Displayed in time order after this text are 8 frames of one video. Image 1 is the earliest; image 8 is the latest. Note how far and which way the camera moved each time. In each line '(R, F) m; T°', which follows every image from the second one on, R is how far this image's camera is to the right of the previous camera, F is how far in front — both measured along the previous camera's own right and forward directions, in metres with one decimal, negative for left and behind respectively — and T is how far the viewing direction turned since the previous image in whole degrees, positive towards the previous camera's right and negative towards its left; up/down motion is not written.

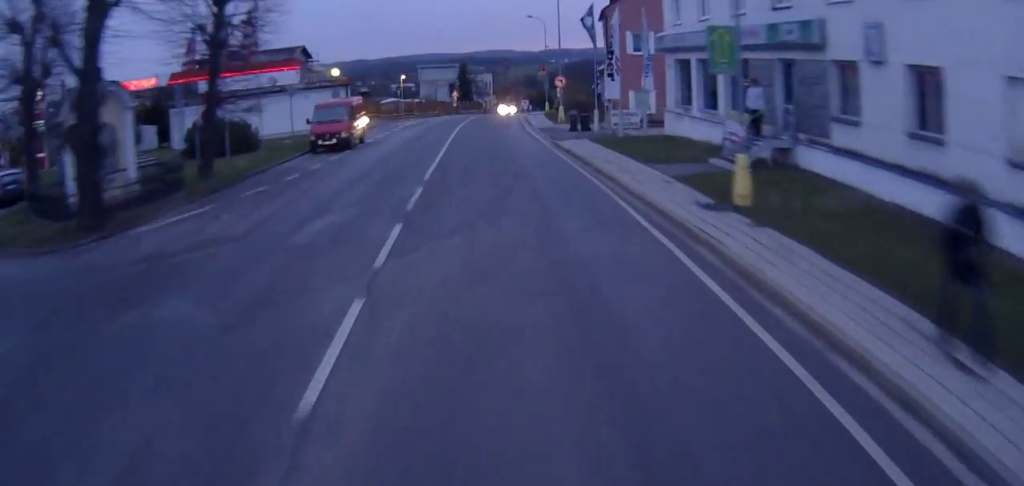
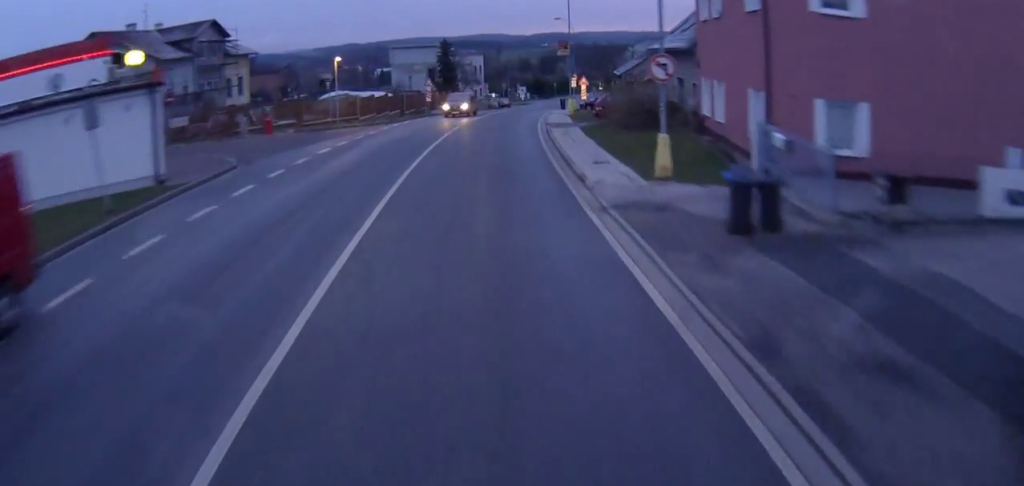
(-4.1, +24.9) m; -17°
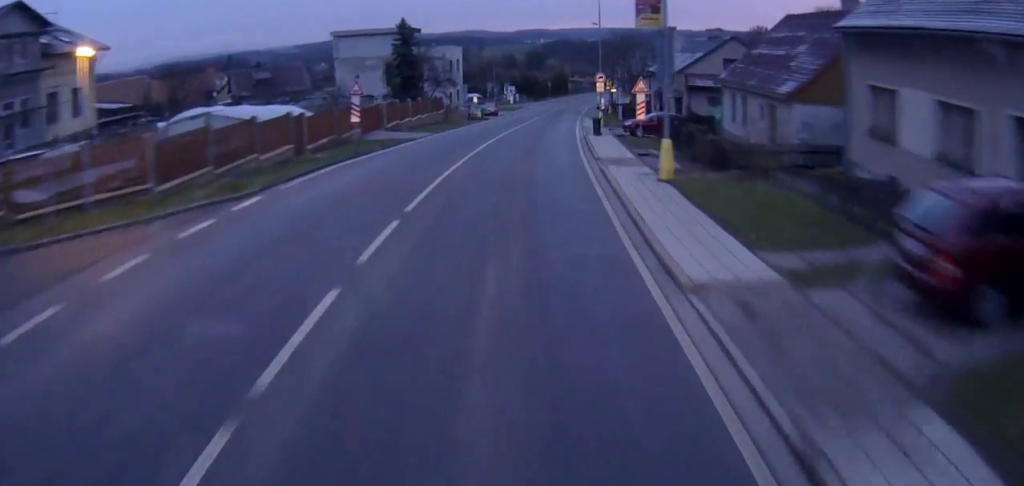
(0.0, +28.6) m; +8°
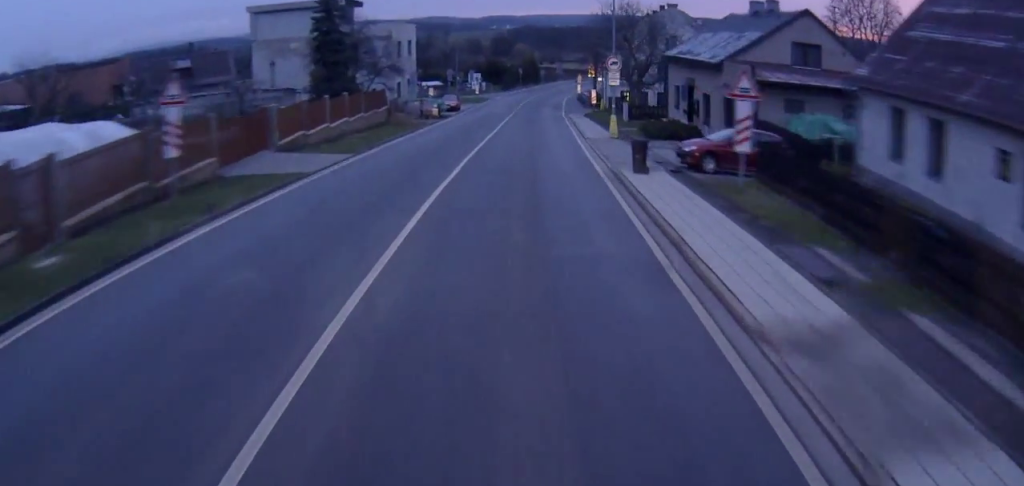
(+1.6, +18.0) m; +3°
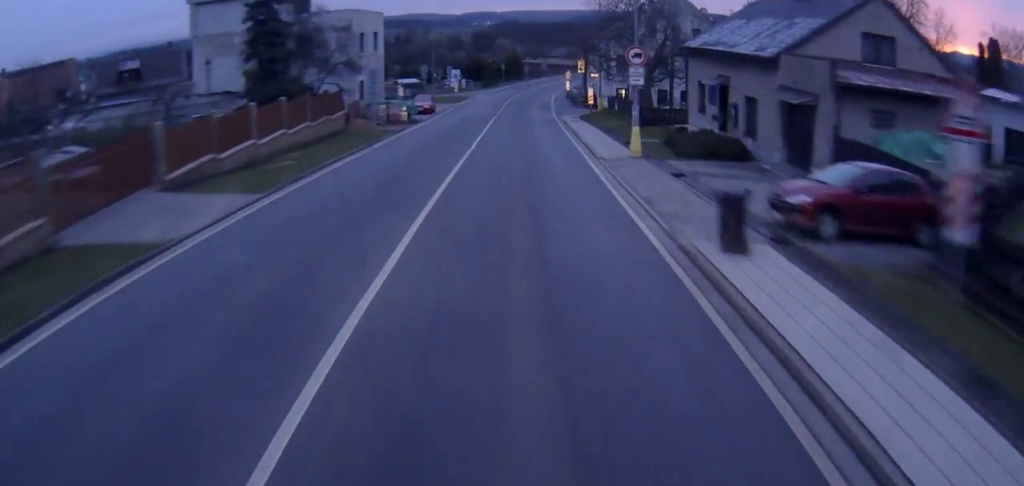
(-0.1, +9.8) m; 0°
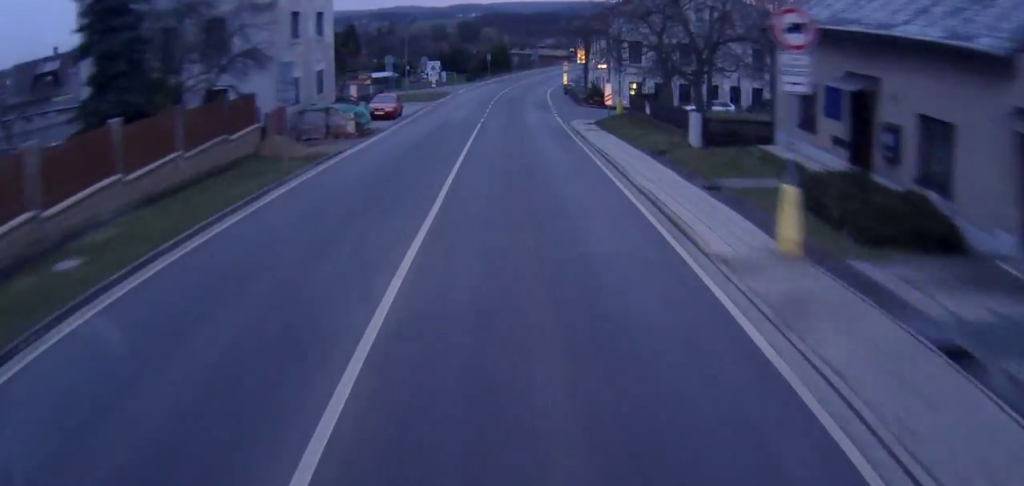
(-0.7, +15.1) m; 0°
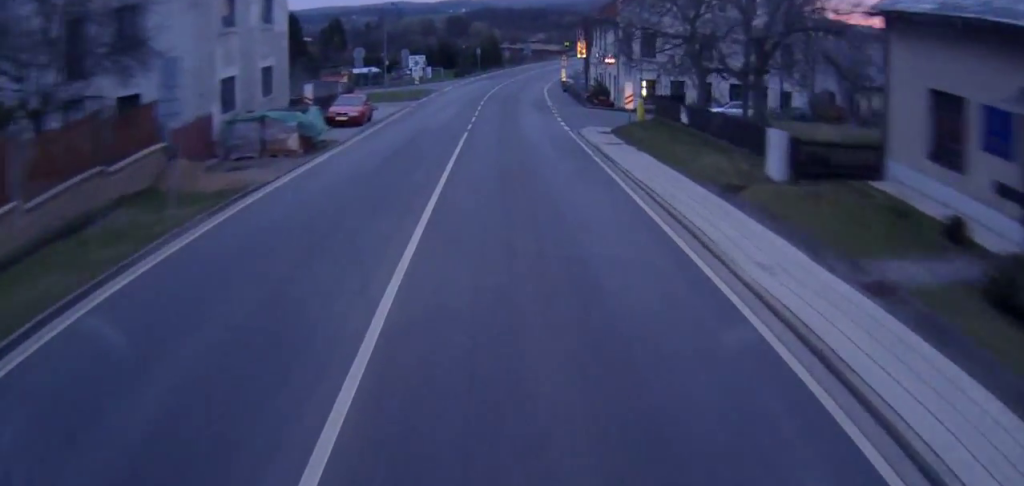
(+0.4, +9.1) m; +2°
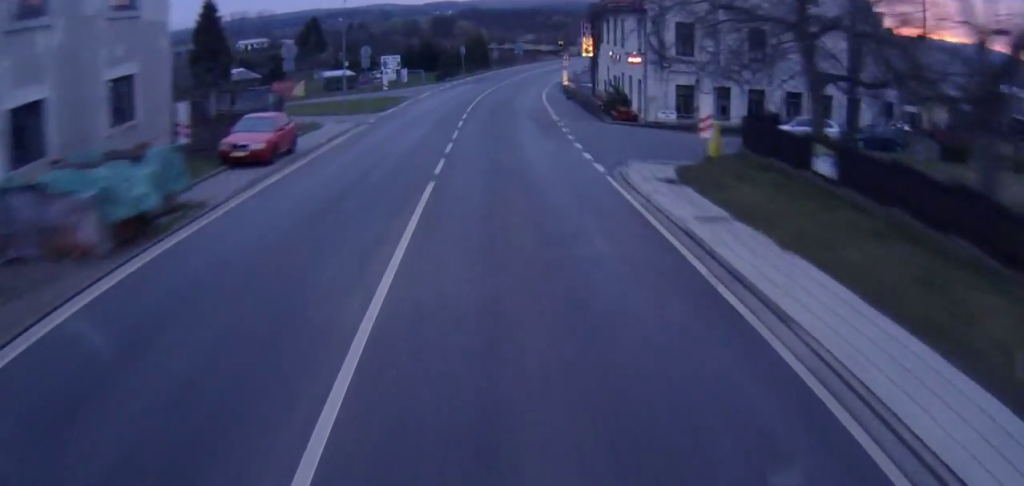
(+0.3, +13.2) m; +3°
